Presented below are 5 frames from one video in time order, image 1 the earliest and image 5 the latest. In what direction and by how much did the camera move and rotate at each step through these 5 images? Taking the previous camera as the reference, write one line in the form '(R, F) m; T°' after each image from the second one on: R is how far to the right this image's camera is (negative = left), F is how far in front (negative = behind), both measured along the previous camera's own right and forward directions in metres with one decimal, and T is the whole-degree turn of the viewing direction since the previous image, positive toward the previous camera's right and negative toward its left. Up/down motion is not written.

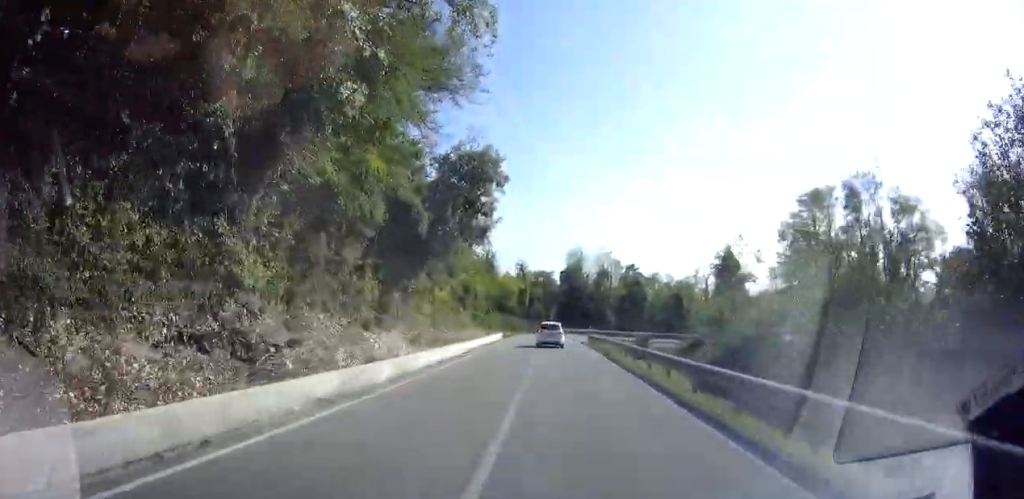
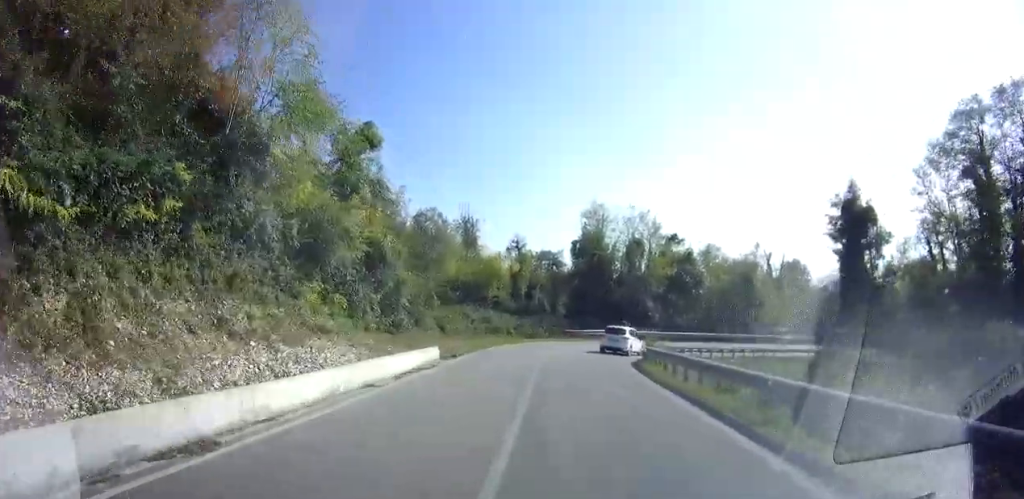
(+0.1, +27.6) m; -1°
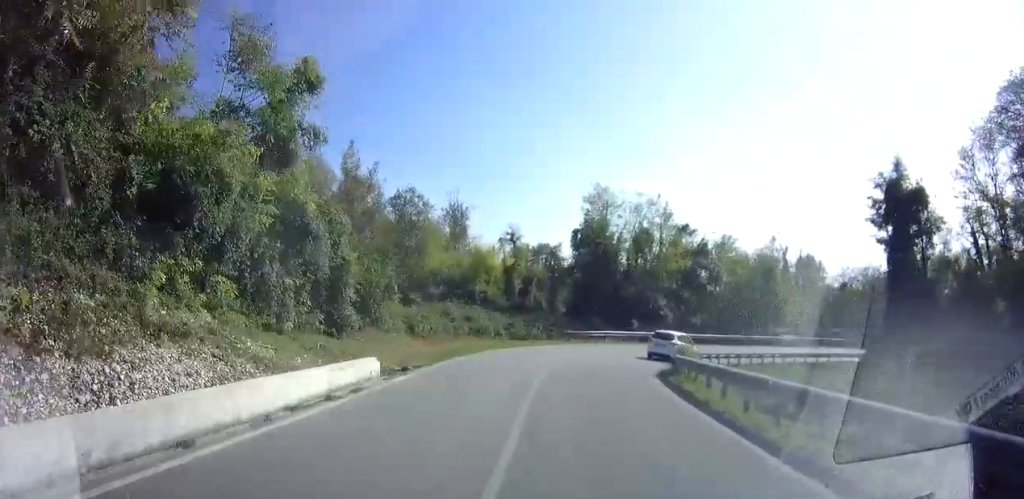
(-0.1, +6.2) m; 0°
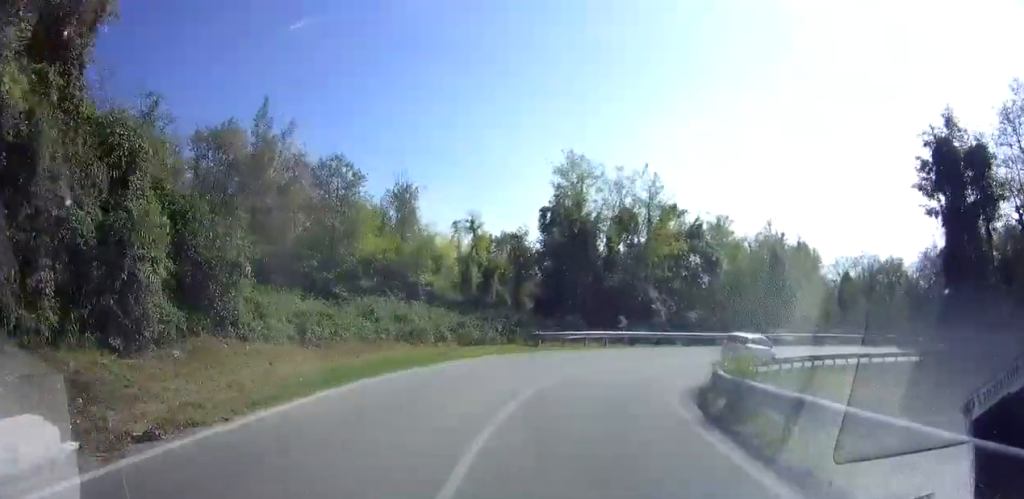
(0.0, +8.9) m; +7°
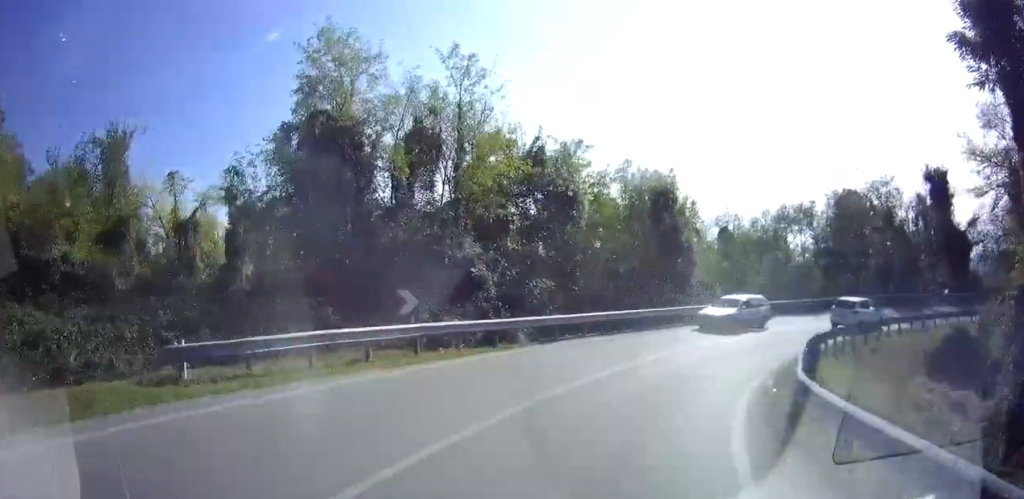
(+4.0, +15.0) m; +30°
